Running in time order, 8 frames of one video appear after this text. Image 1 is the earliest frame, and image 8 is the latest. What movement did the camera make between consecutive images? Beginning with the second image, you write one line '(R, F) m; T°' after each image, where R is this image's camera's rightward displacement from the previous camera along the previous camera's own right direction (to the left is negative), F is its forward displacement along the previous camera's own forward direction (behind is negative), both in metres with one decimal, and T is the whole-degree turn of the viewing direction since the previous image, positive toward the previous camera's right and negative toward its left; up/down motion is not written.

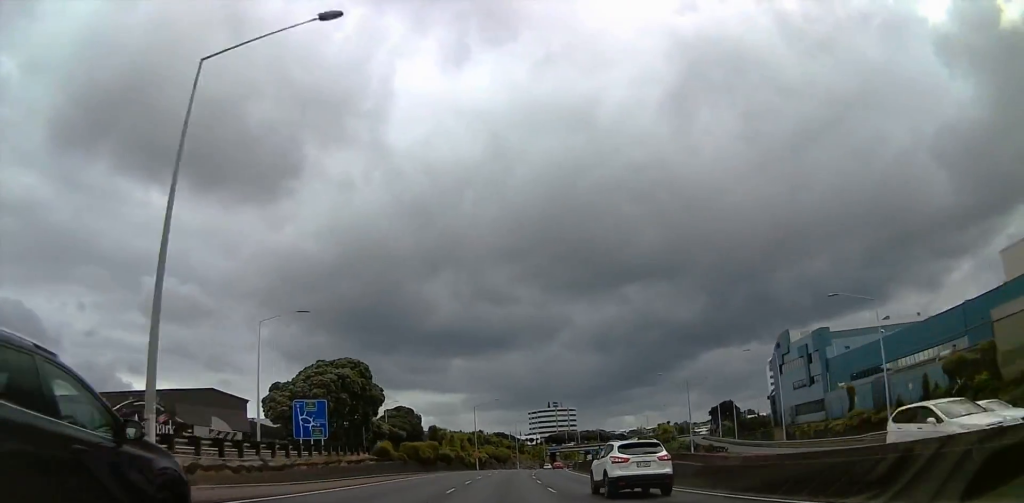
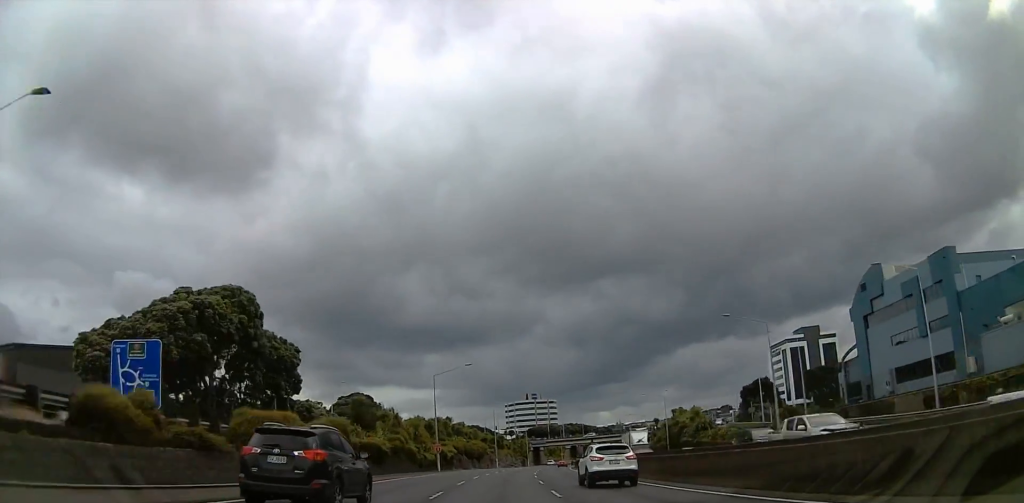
(+0.9, +33.3) m; +4°
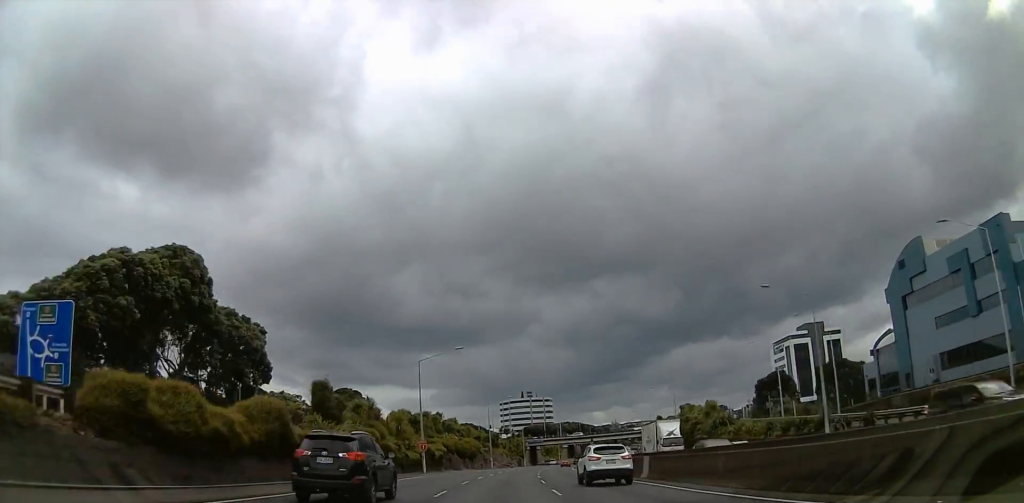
(+0.4, +9.4) m; +1°
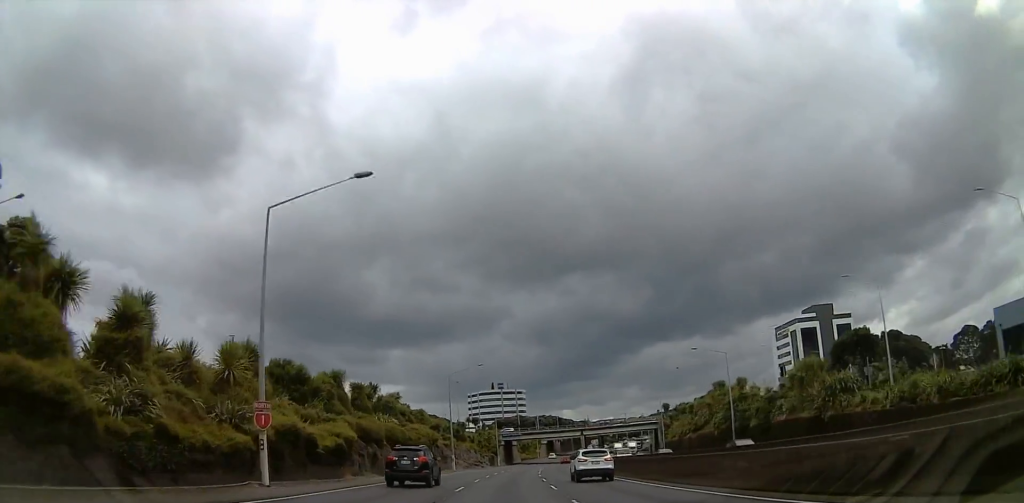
(+1.0, +35.2) m; +2°
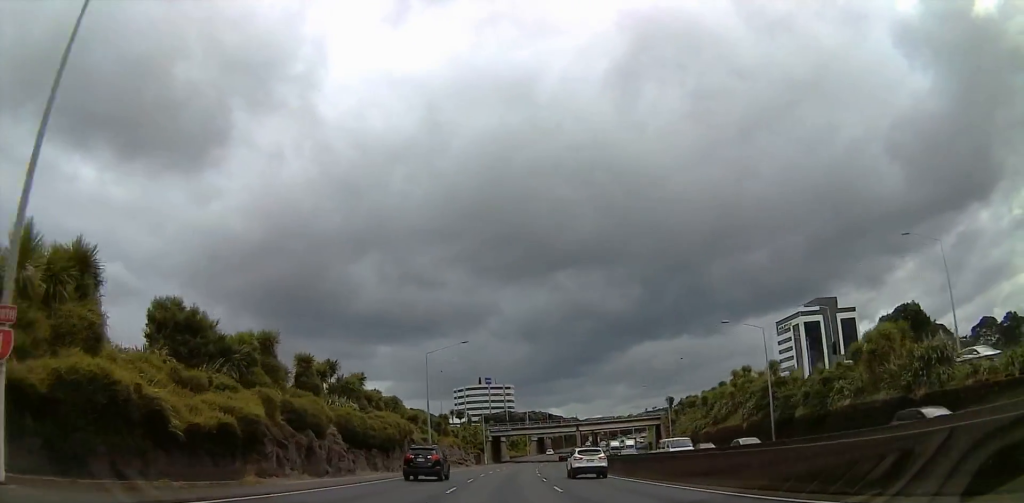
(0.0, +13.0) m; +2°
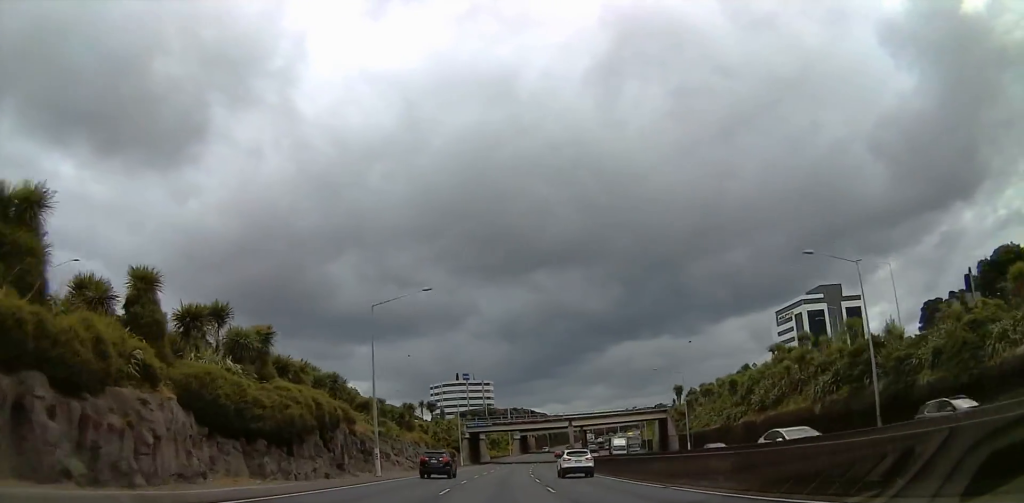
(+0.6, +20.2) m; +2°
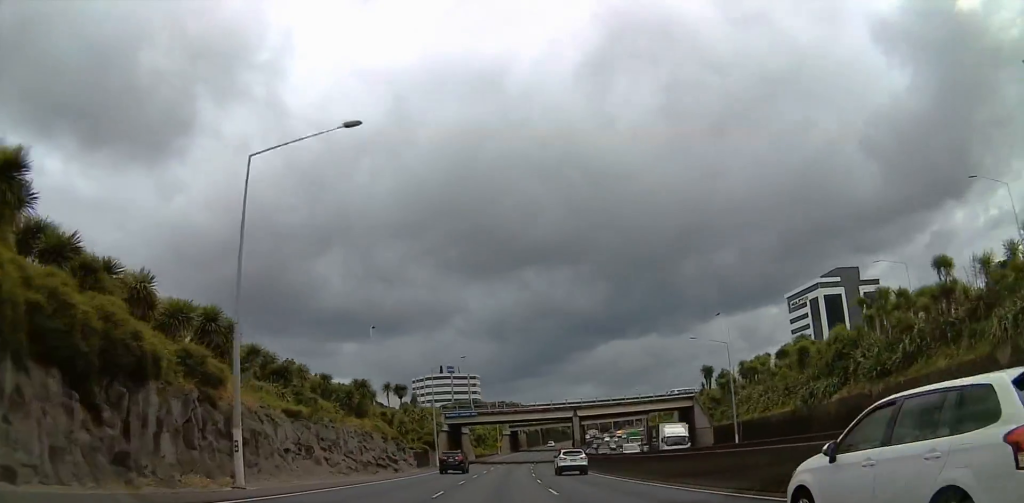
(+0.2, +22.1) m; 0°
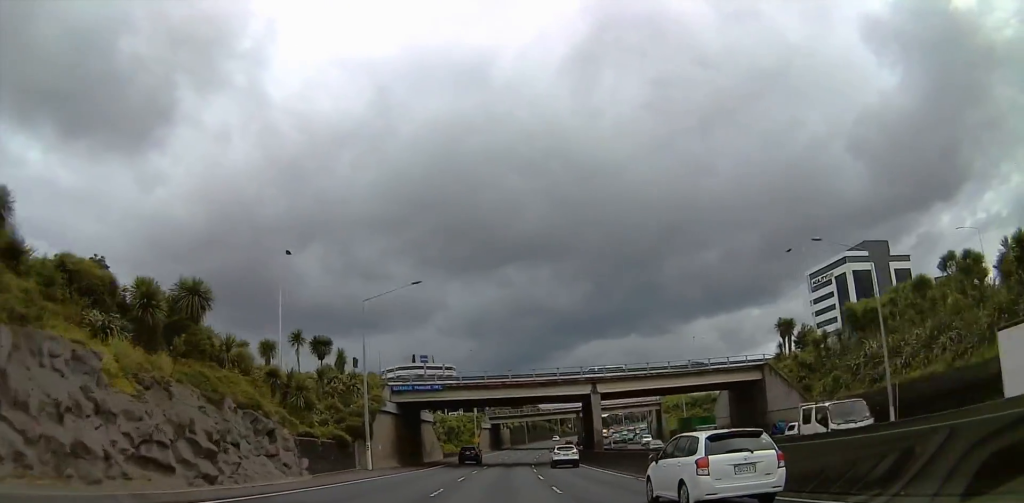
(-0.3, +31.0) m; +3°
